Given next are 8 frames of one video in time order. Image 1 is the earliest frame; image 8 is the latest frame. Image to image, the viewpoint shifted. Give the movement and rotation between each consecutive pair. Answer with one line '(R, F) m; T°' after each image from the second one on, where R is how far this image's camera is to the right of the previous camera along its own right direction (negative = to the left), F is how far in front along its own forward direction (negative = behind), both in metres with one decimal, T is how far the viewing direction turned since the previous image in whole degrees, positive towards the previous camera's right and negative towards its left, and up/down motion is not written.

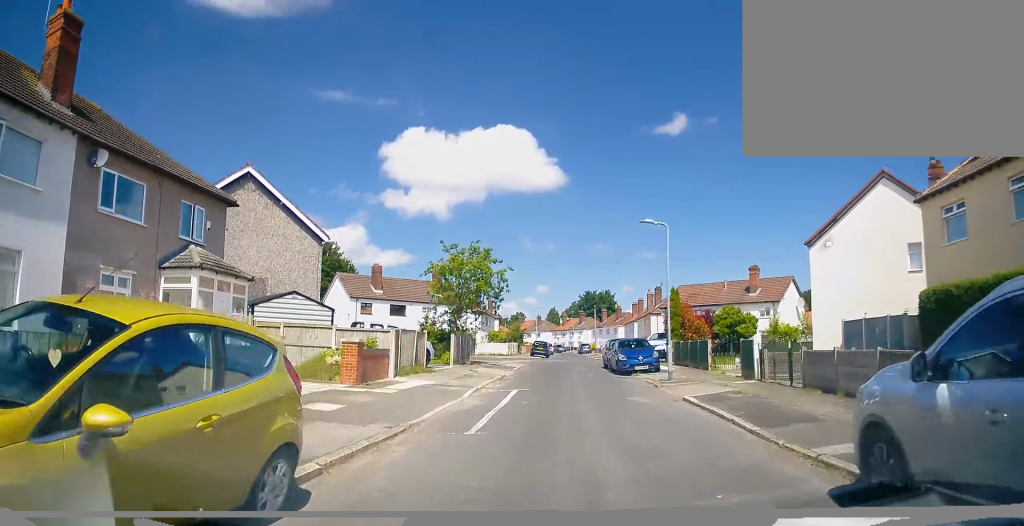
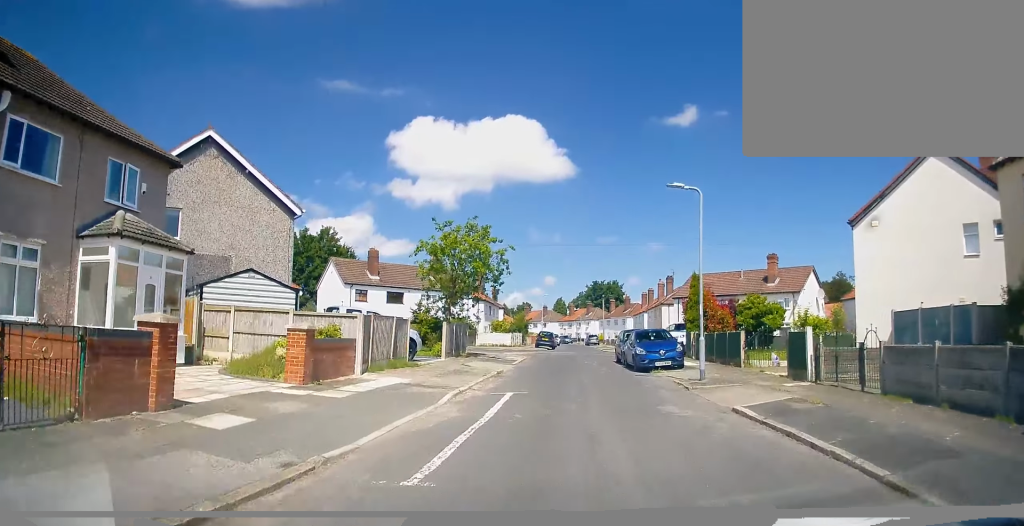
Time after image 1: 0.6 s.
(-0.2, +3.7) m; -1°
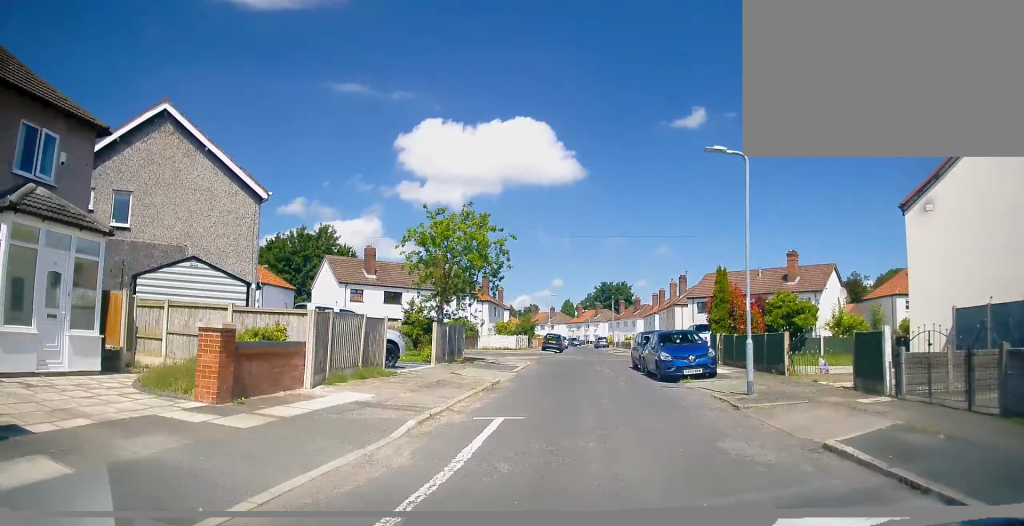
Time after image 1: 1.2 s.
(-0.1, +3.5) m; 0°
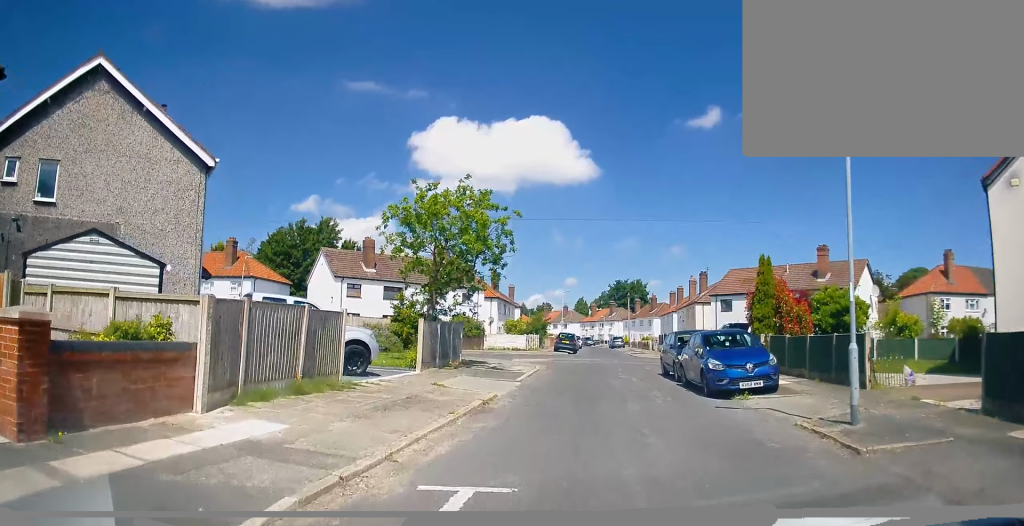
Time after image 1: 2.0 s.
(+0.1, +4.3) m; +1°
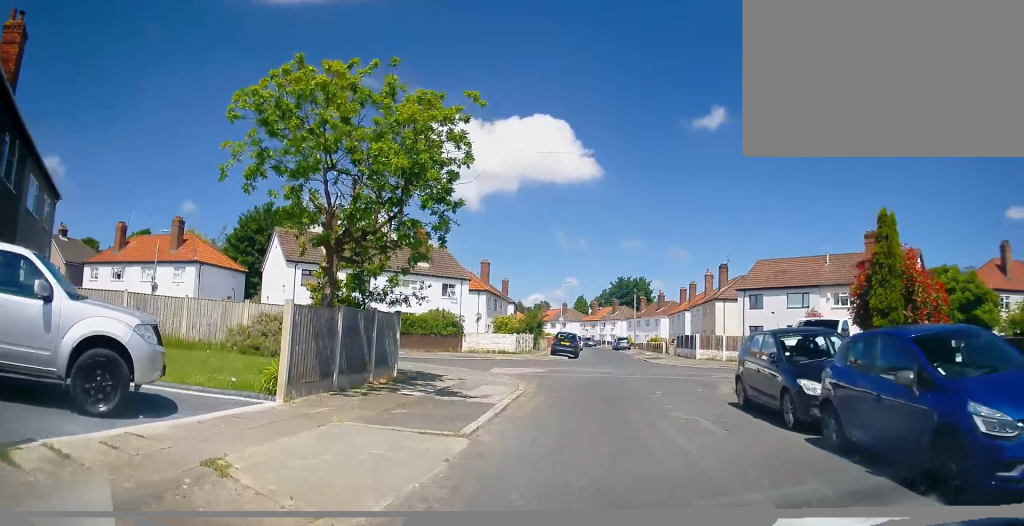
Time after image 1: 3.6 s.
(0.0, +9.3) m; 0°
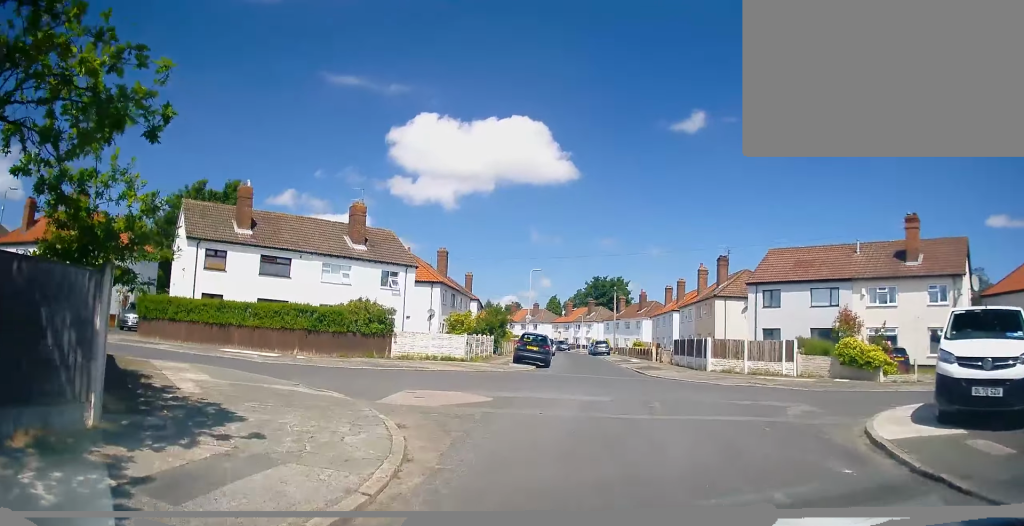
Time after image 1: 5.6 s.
(0.0, +9.9) m; 0°
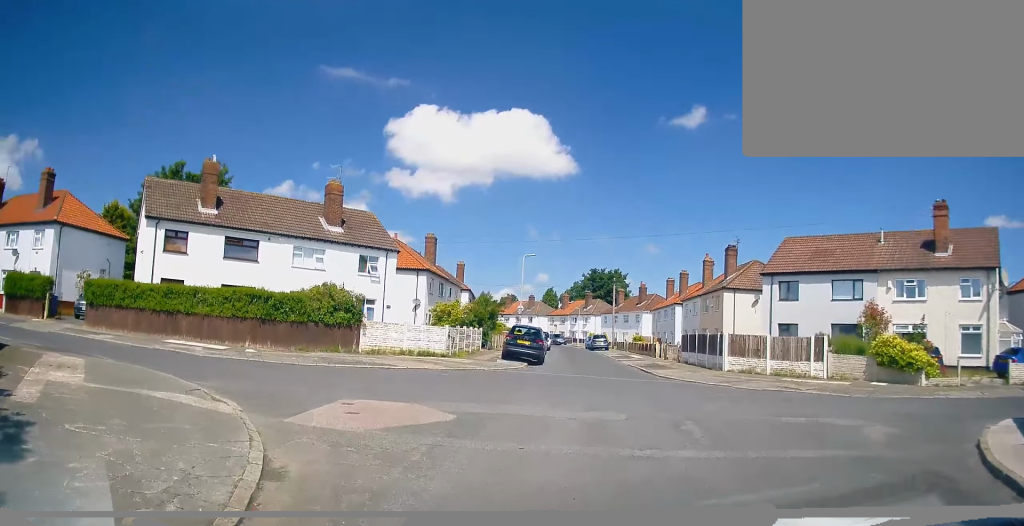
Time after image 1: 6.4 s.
(0.0, +3.6) m; +1°
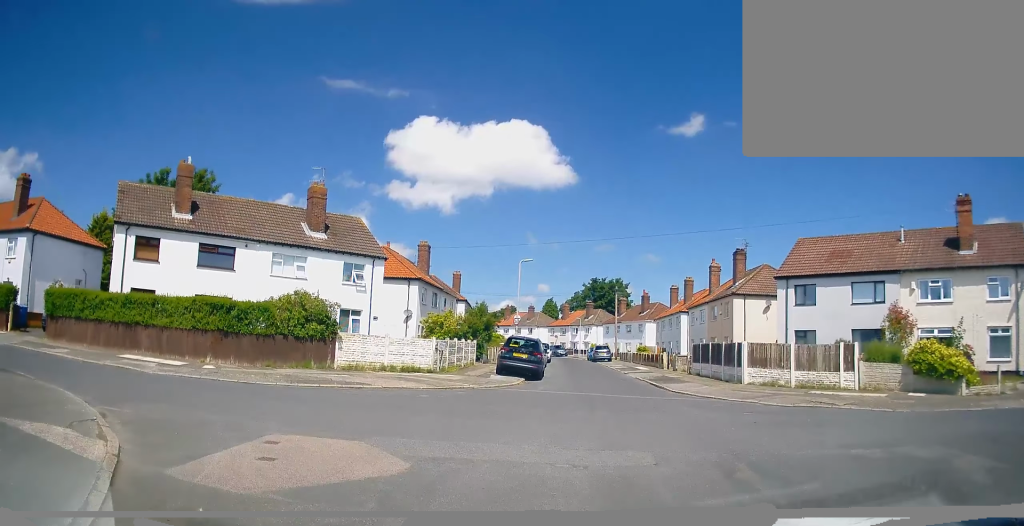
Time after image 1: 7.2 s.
(0.0, +2.9) m; +1°
